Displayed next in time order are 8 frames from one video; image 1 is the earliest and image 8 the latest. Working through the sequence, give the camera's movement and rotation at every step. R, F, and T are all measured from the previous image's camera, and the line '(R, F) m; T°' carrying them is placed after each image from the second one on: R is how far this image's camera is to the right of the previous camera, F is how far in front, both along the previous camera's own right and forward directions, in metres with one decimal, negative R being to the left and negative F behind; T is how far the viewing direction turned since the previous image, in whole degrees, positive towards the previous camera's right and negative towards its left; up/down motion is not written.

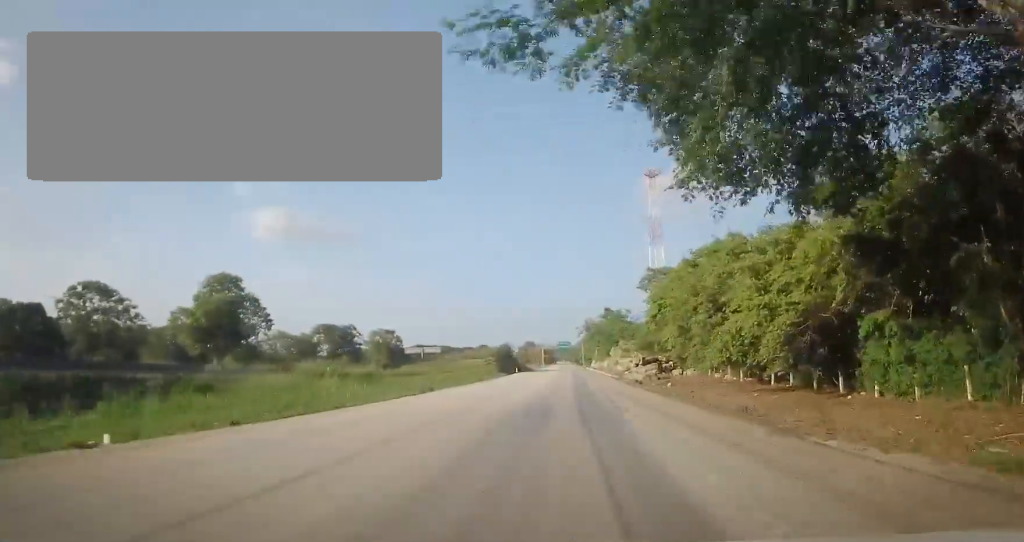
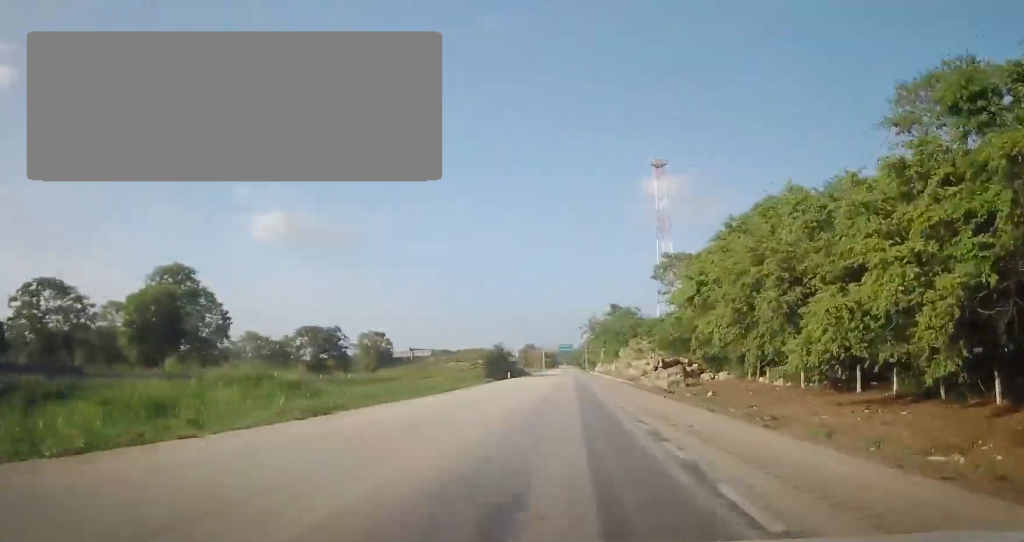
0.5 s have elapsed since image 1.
(0.0, +14.0) m; 0°
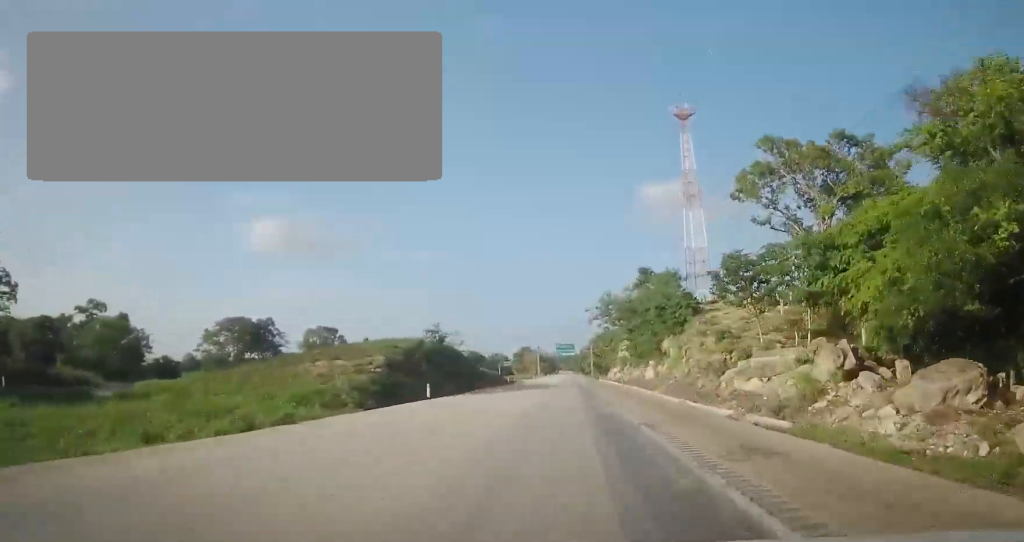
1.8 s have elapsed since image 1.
(+0.5, +41.4) m; -1°
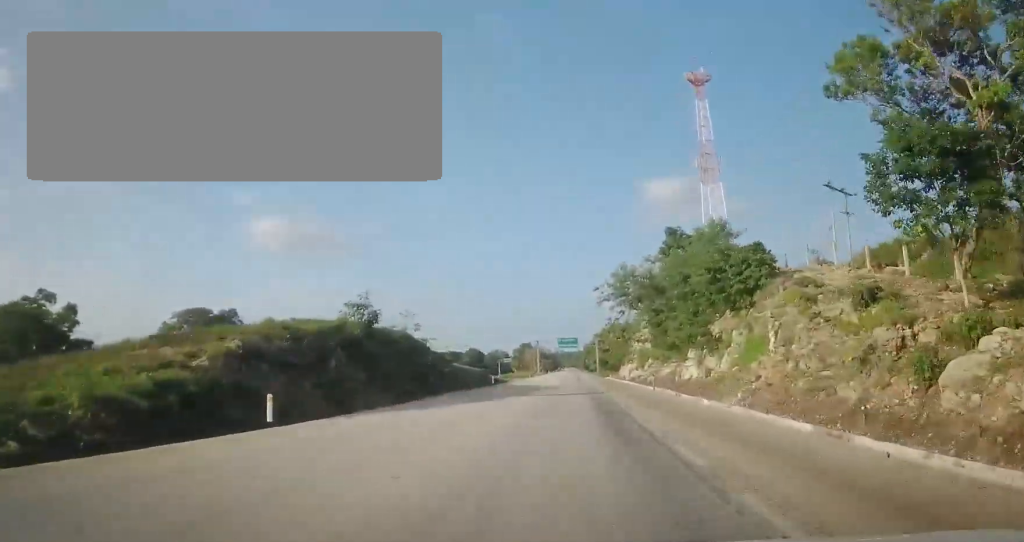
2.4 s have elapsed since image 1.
(-0.1, +16.7) m; -1°
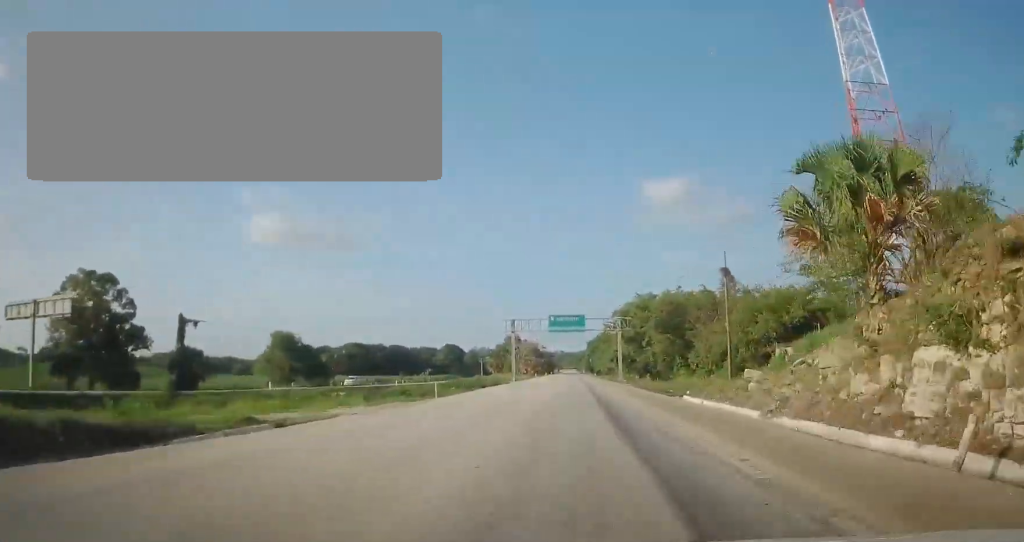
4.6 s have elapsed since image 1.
(+0.1, +66.1) m; +1°
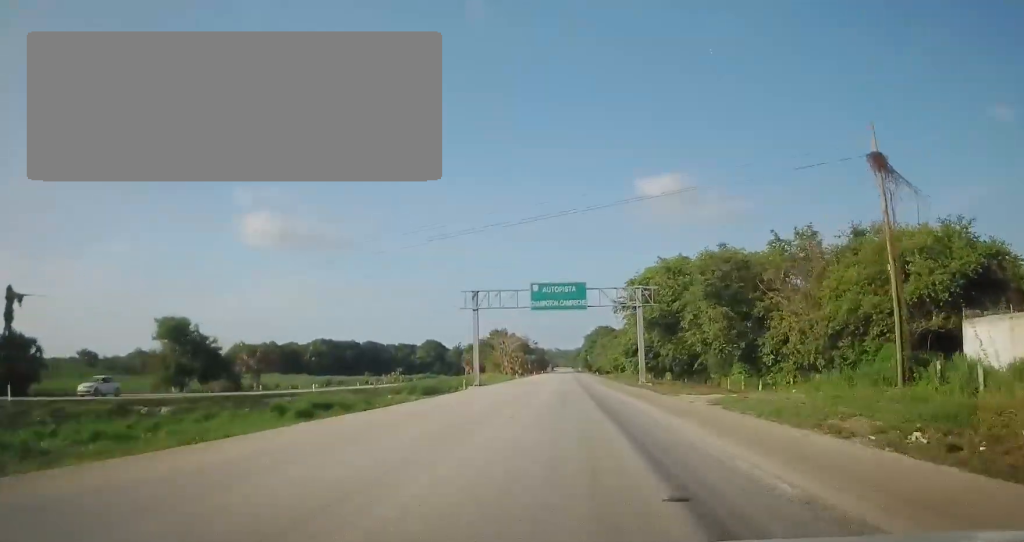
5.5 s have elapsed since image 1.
(+0.1, +29.3) m; +1°
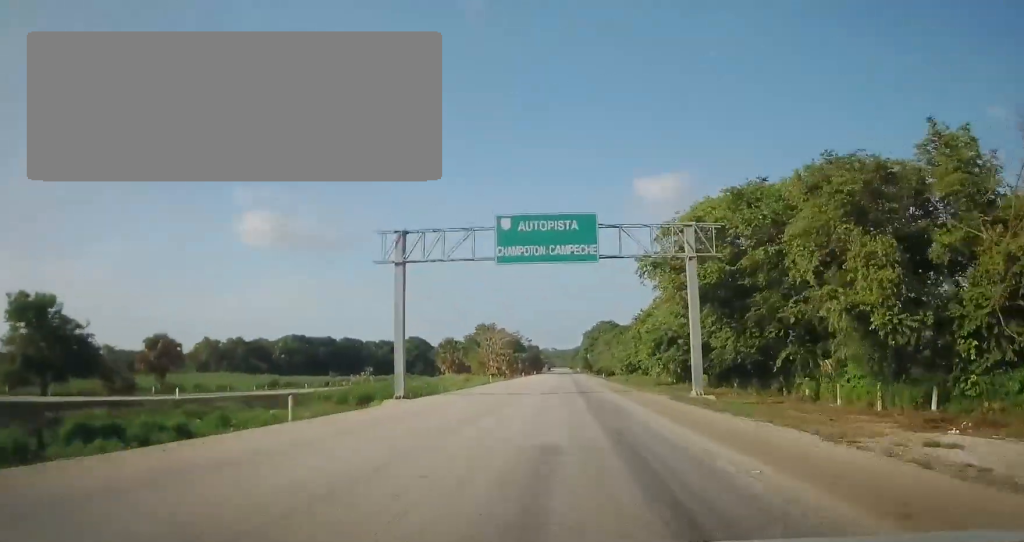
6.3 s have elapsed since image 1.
(+0.2, +23.9) m; 0°
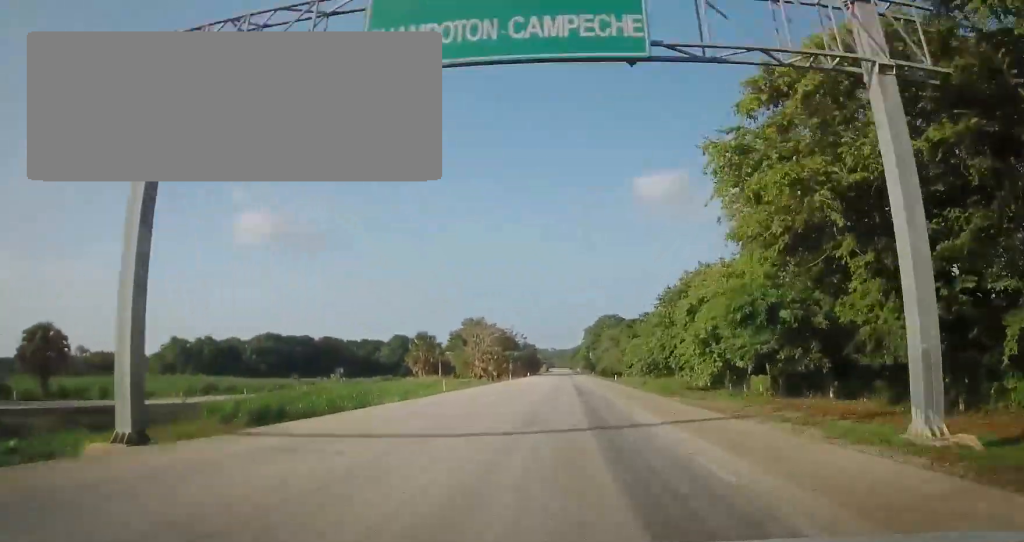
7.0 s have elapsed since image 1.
(0.0, +19.9) m; -1°
